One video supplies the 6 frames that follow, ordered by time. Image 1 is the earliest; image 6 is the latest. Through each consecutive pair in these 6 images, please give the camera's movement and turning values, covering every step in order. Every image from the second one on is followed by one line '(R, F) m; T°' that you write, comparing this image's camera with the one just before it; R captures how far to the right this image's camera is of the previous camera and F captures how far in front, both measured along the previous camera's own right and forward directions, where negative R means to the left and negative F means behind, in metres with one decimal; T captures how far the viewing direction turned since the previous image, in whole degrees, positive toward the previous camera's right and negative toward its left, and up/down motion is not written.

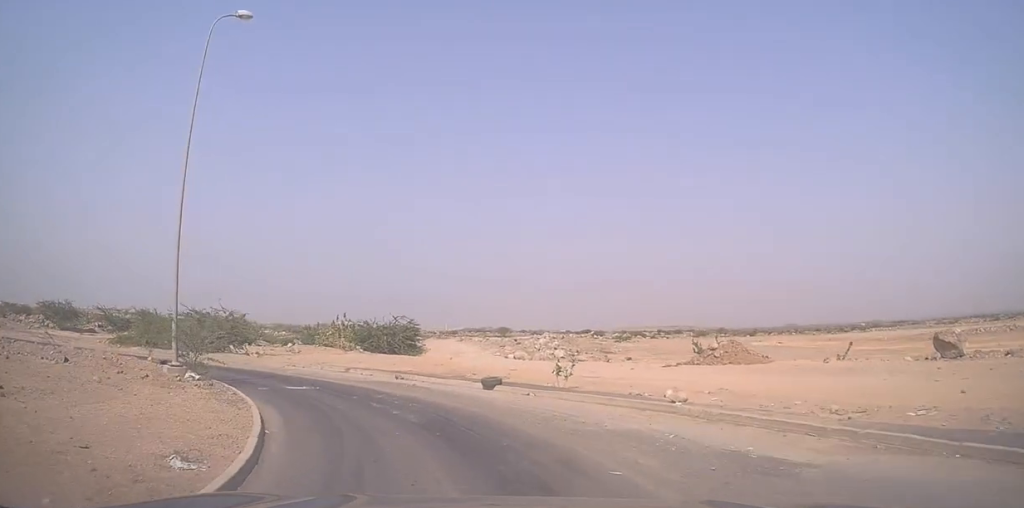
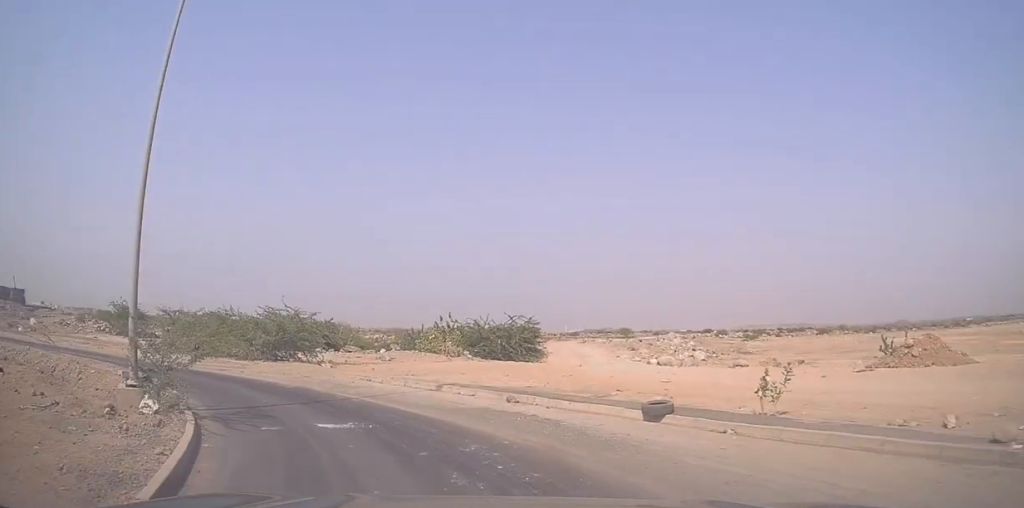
(-0.5, +6.7) m; -8°
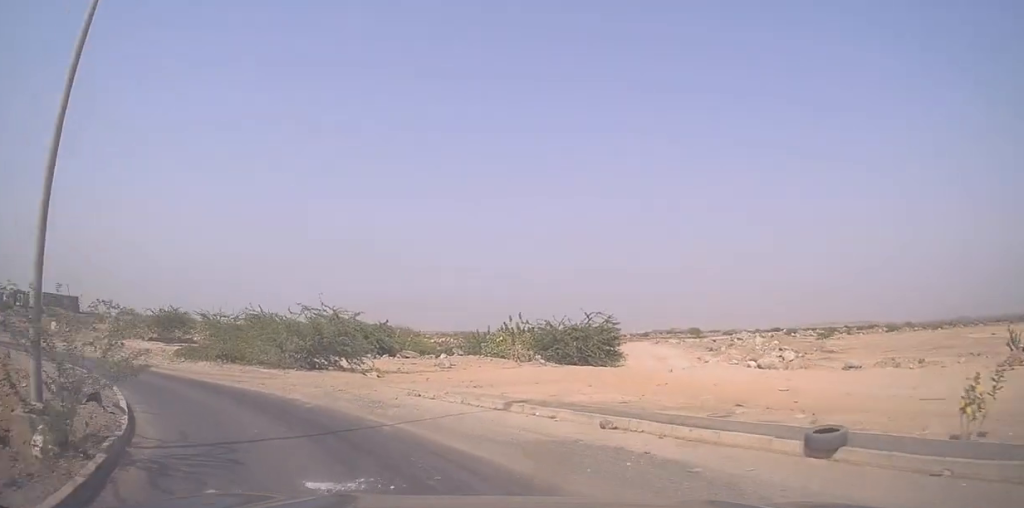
(+0.3, +4.0) m; -7°
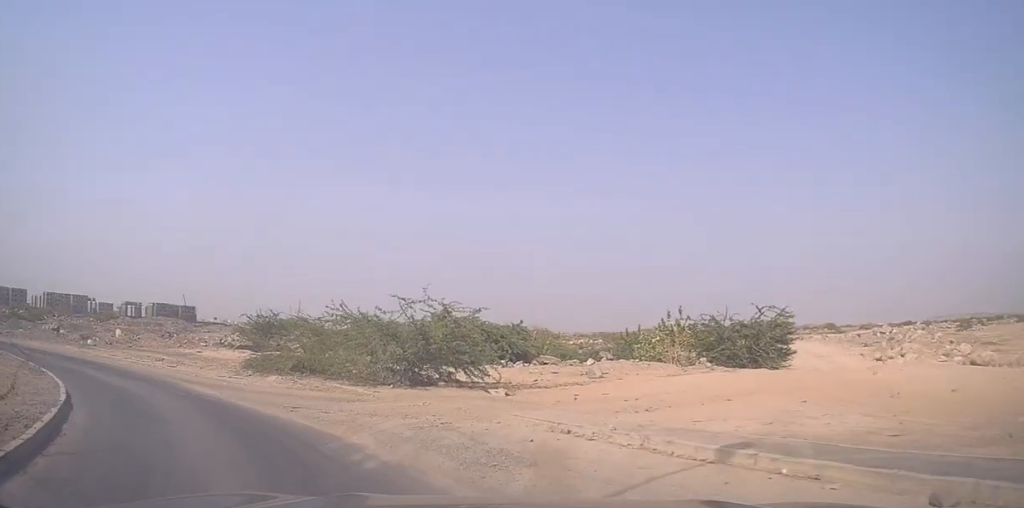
(-1.1, +5.6) m; -21°
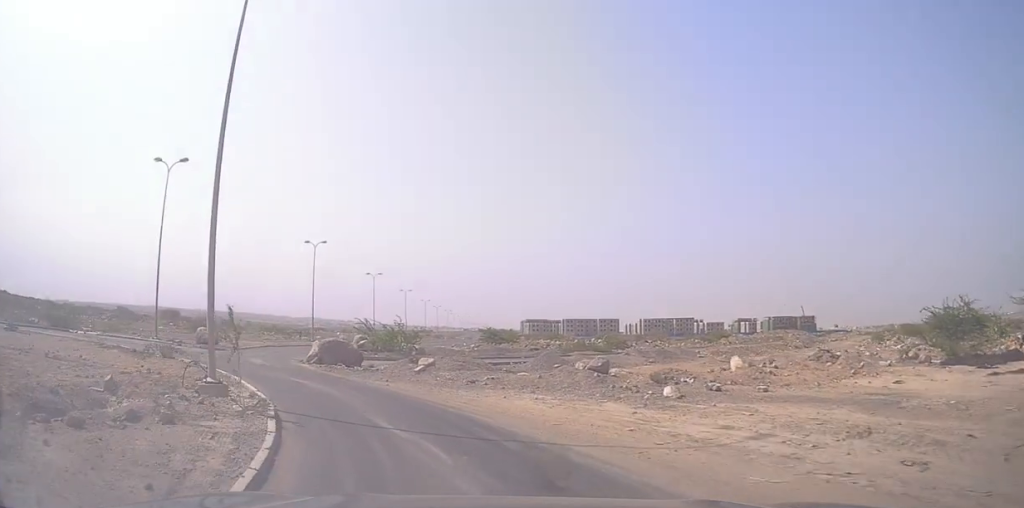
(-7.6, +13.1) m; -54°
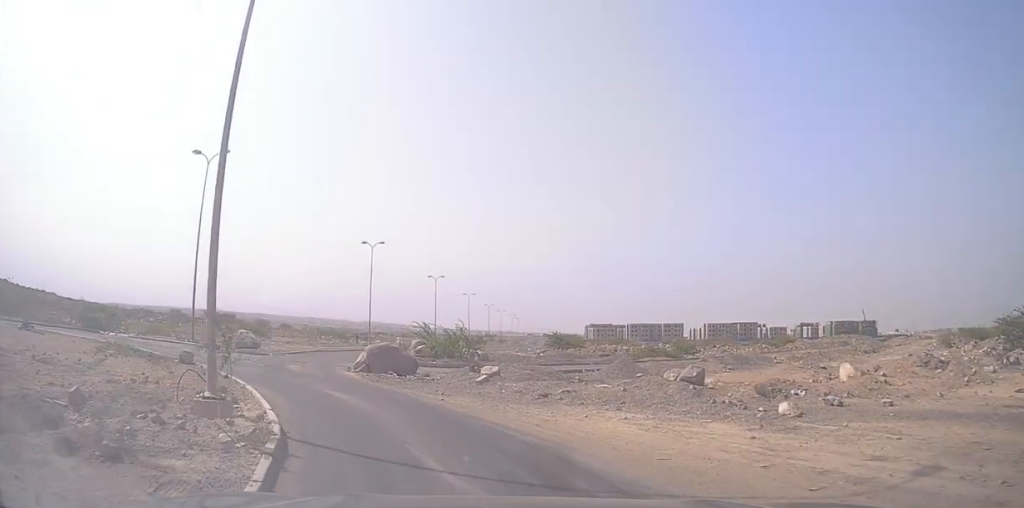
(-0.1, +2.6) m; -6°
